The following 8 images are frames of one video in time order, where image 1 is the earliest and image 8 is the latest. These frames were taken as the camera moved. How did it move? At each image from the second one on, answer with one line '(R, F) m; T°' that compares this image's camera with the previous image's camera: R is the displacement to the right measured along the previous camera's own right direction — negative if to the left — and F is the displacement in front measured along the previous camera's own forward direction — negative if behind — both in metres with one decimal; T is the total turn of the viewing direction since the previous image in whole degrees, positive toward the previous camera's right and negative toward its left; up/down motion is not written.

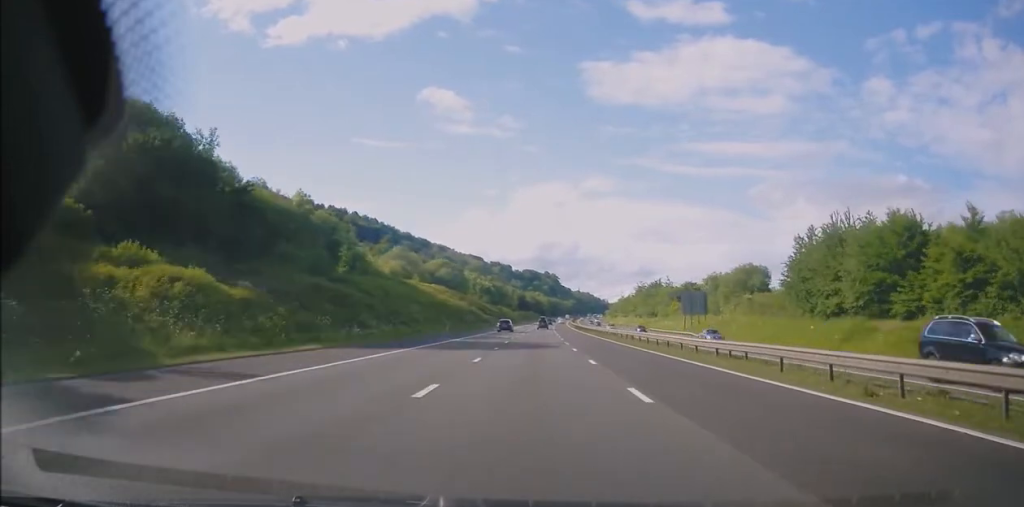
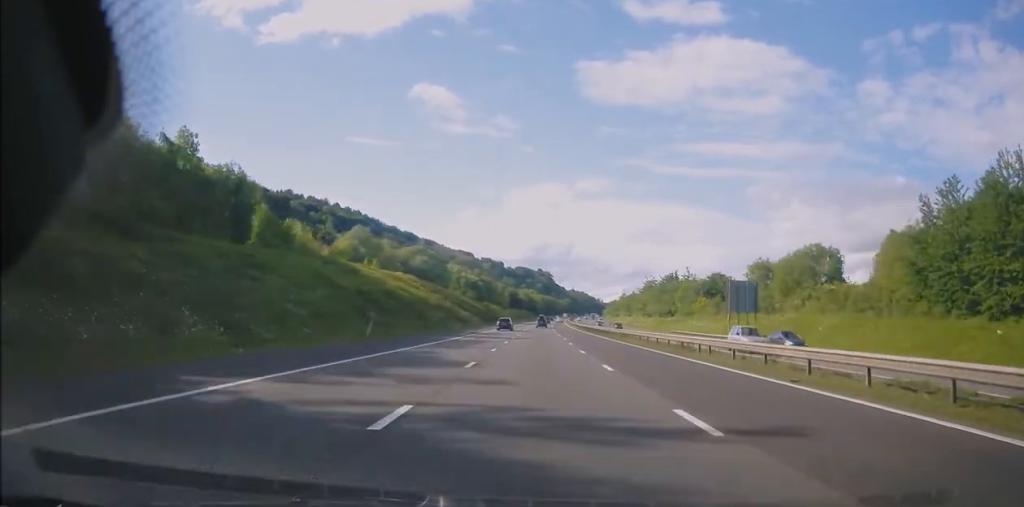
(+0.2, +30.2) m; 0°
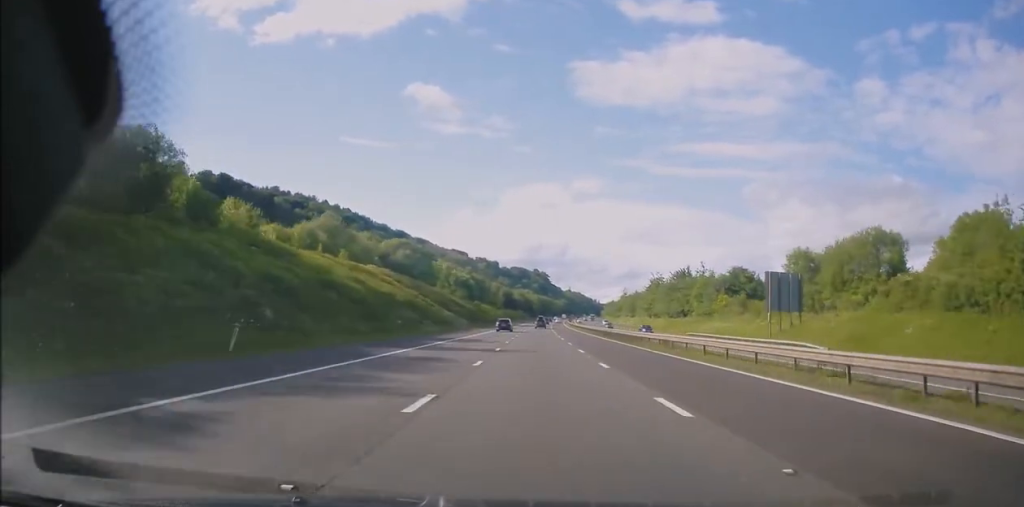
(-0.1, +16.7) m; 0°
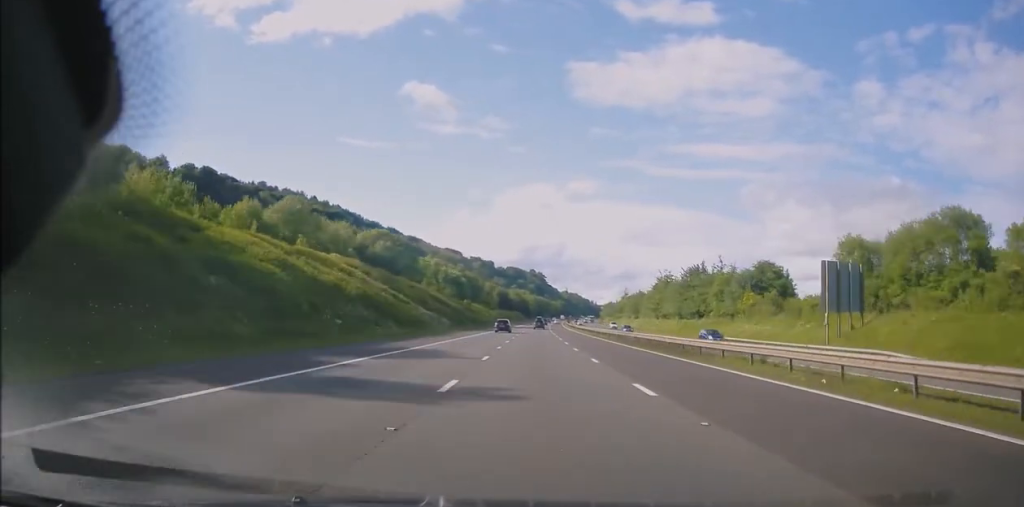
(0.0, +15.7) m; 0°
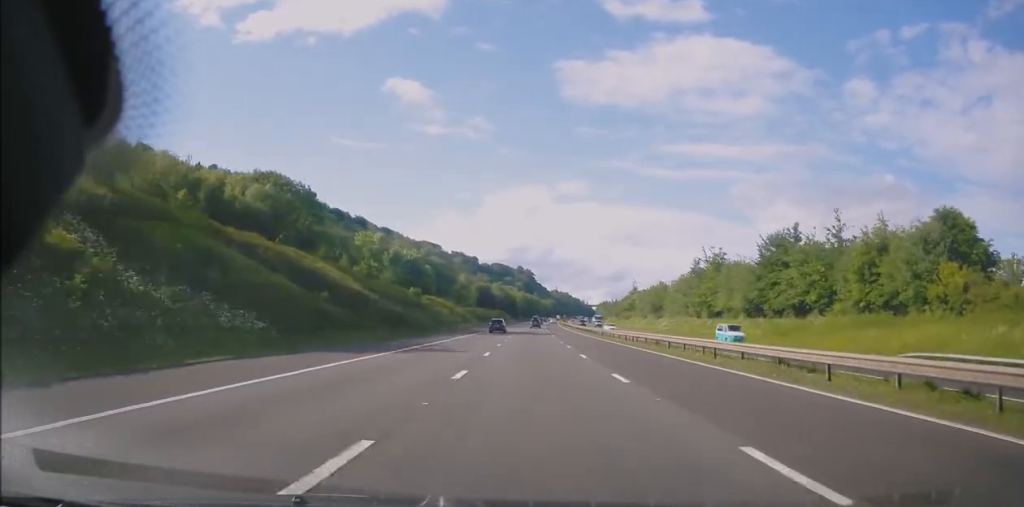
(+0.5, +52.4) m; +1°
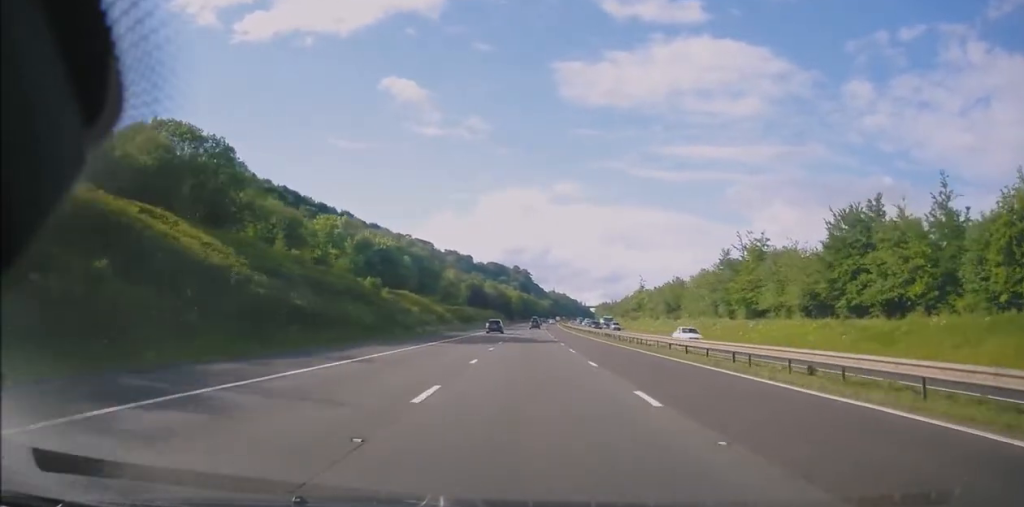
(+0.2, +22.2) m; 0°
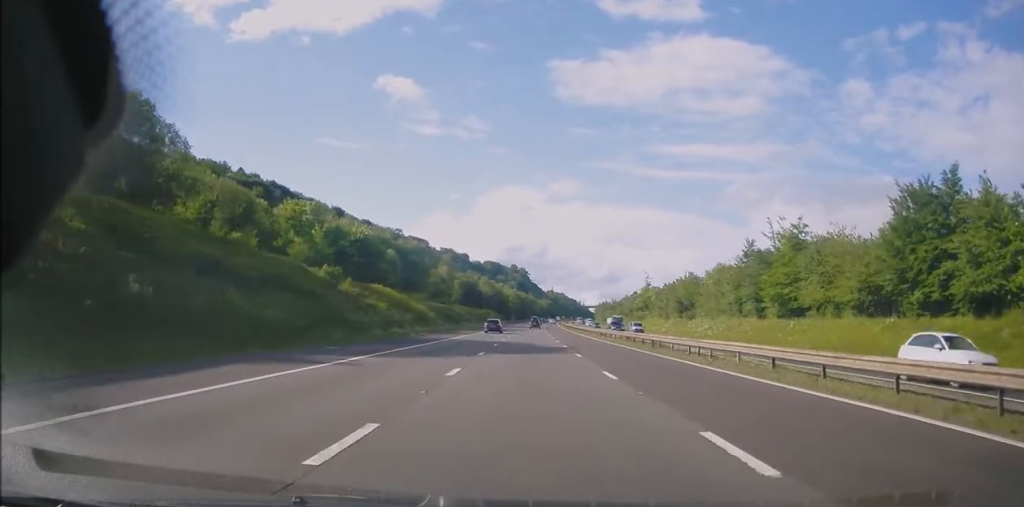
(0.0, +13.6) m; 0°
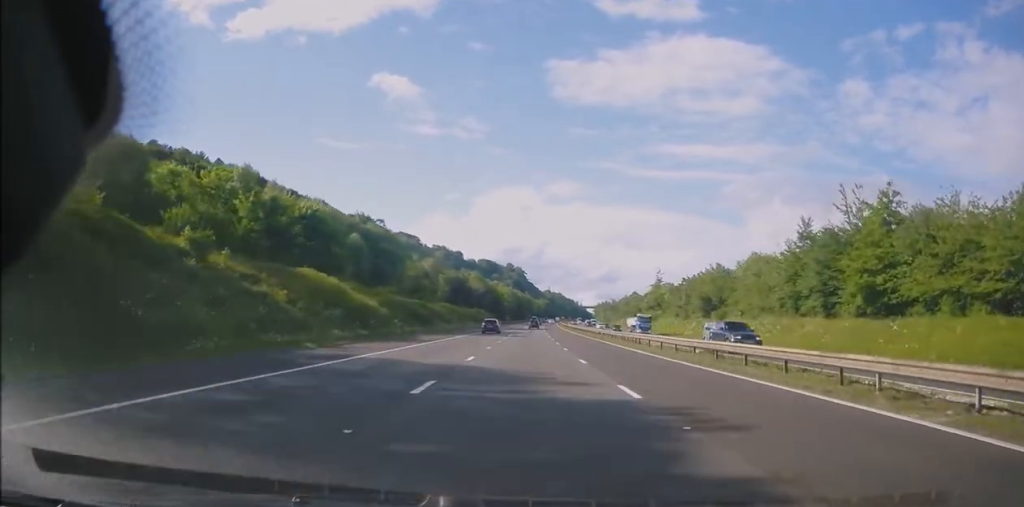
(-0.1, +21.7) m; 0°
